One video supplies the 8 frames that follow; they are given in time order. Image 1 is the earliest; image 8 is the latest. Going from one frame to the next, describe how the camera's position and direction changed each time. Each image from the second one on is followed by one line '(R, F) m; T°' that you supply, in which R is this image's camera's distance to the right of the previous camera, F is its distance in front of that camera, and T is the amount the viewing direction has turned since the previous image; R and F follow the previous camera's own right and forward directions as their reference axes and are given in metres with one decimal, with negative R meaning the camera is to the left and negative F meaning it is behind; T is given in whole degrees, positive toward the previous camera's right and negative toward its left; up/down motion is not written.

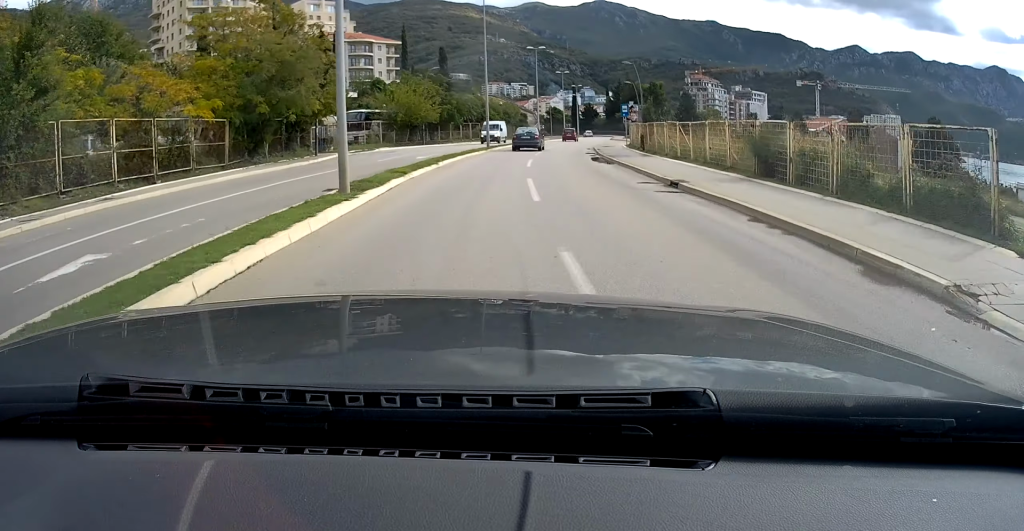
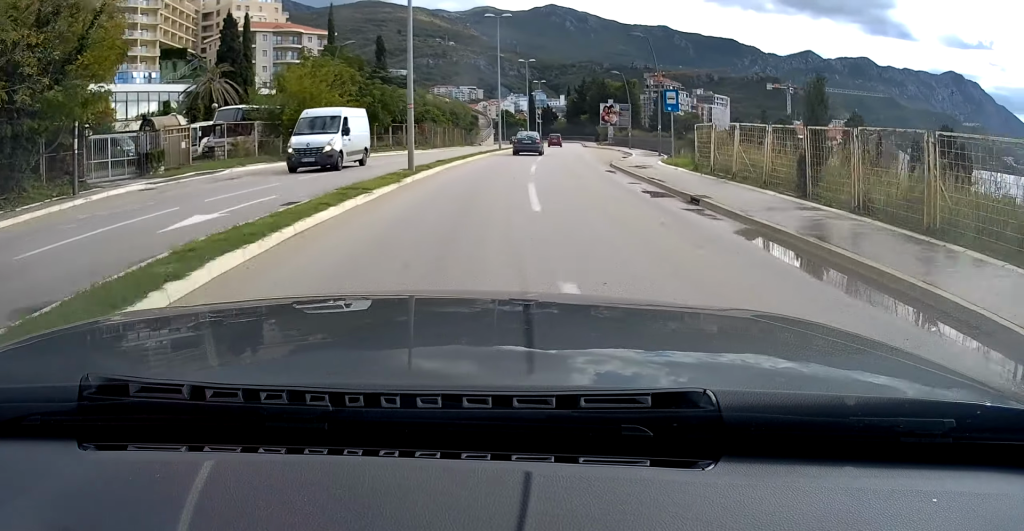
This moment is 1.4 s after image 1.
(+1.0, +21.9) m; +4°
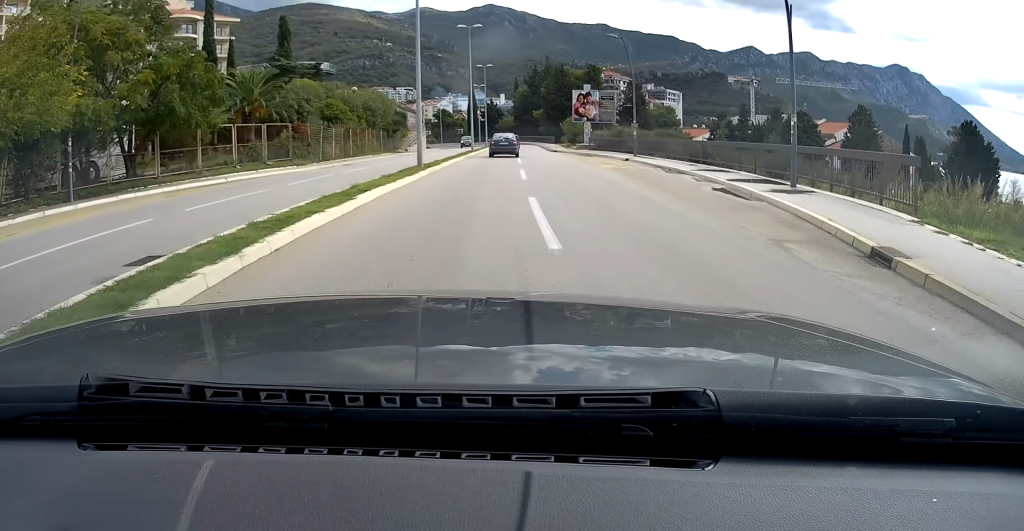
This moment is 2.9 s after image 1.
(+1.0, +25.1) m; +4°
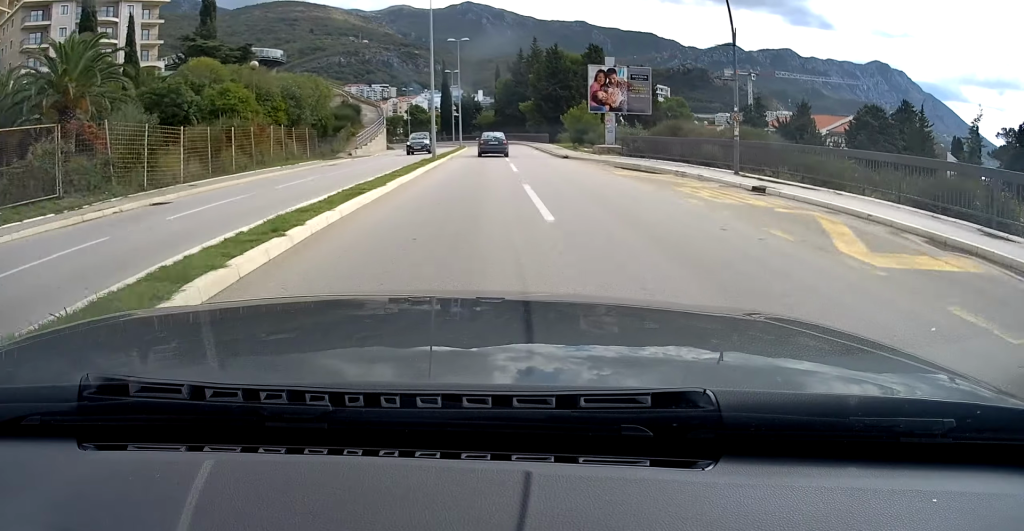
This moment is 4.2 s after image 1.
(+0.4, +20.7) m; +2°
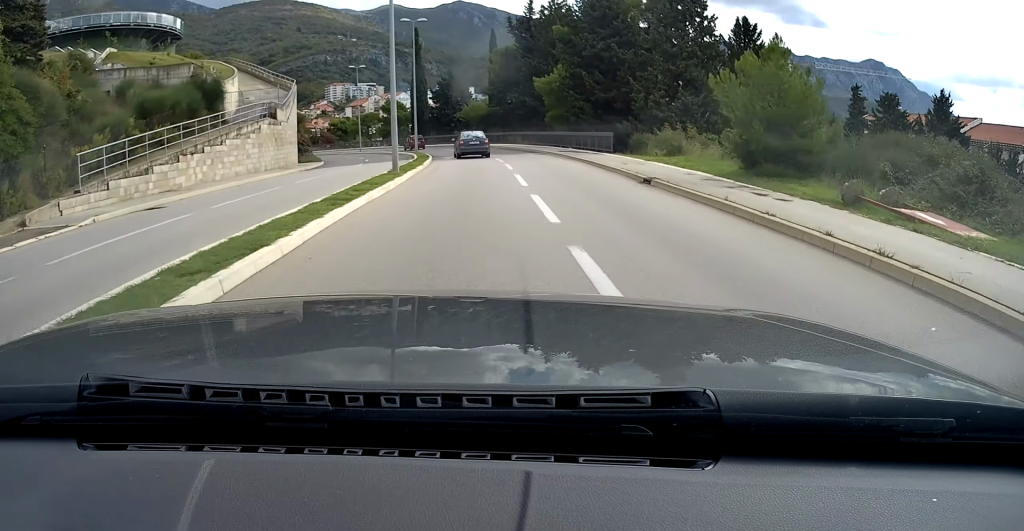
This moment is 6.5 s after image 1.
(+0.9, +39.7) m; +1°
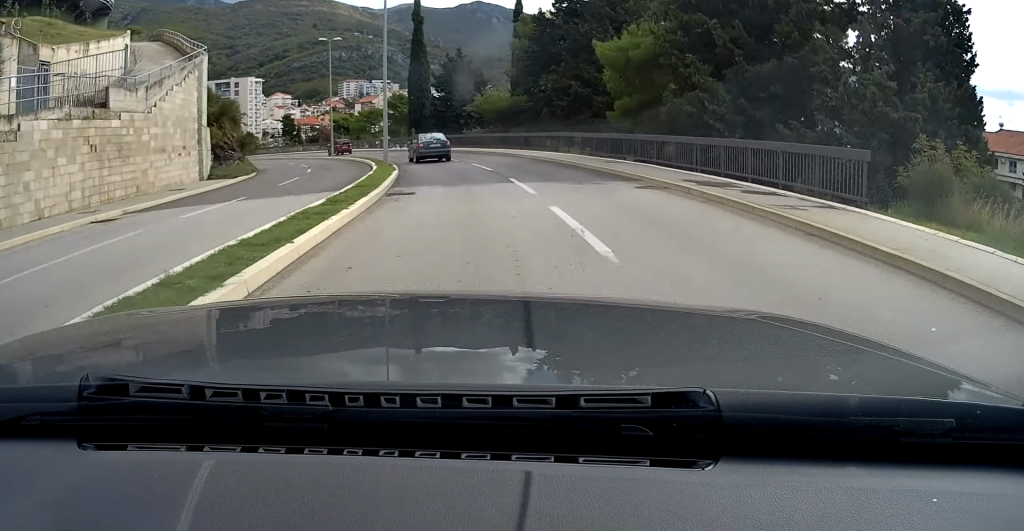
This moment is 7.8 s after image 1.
(0.0, +21.6) m; -2°
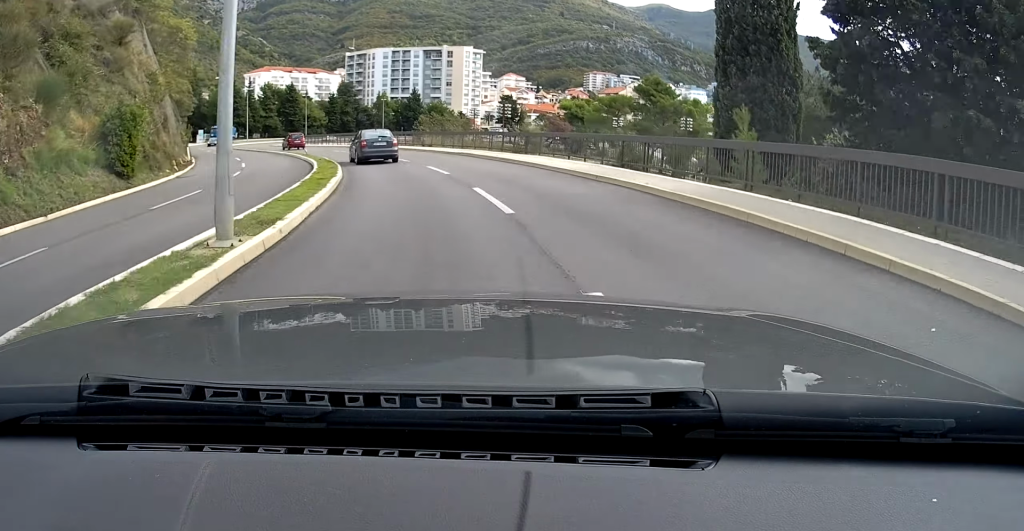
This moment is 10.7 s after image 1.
(-4.3, +49.2) m; -17°
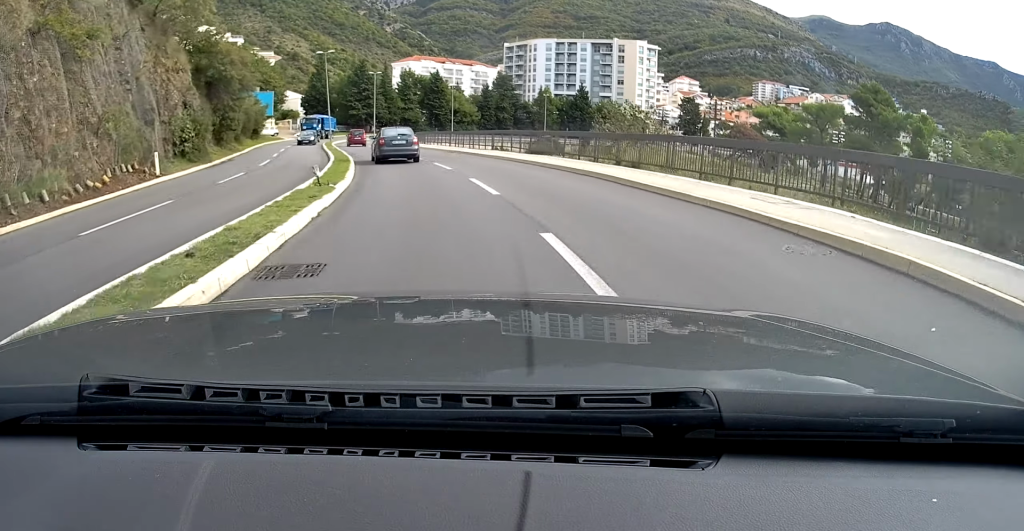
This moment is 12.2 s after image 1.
(-3.0, +24.3) m; -13°
